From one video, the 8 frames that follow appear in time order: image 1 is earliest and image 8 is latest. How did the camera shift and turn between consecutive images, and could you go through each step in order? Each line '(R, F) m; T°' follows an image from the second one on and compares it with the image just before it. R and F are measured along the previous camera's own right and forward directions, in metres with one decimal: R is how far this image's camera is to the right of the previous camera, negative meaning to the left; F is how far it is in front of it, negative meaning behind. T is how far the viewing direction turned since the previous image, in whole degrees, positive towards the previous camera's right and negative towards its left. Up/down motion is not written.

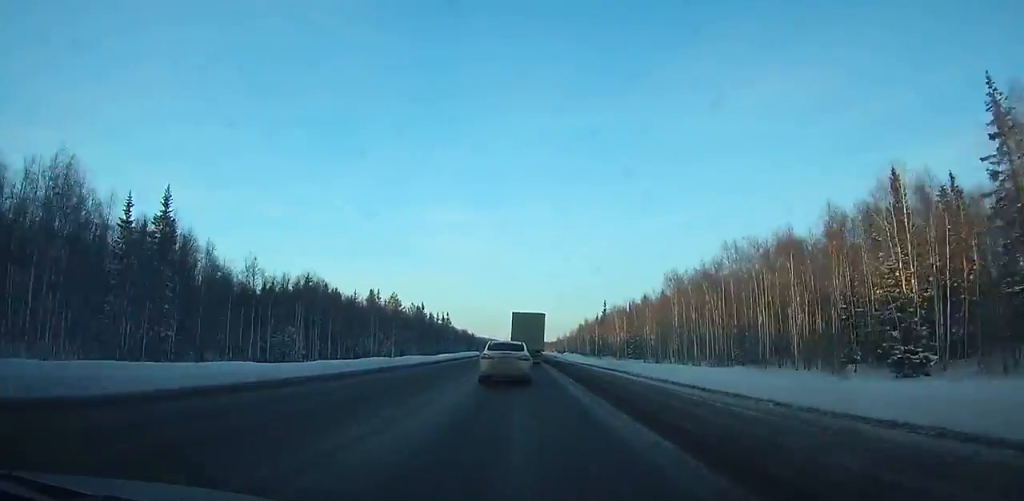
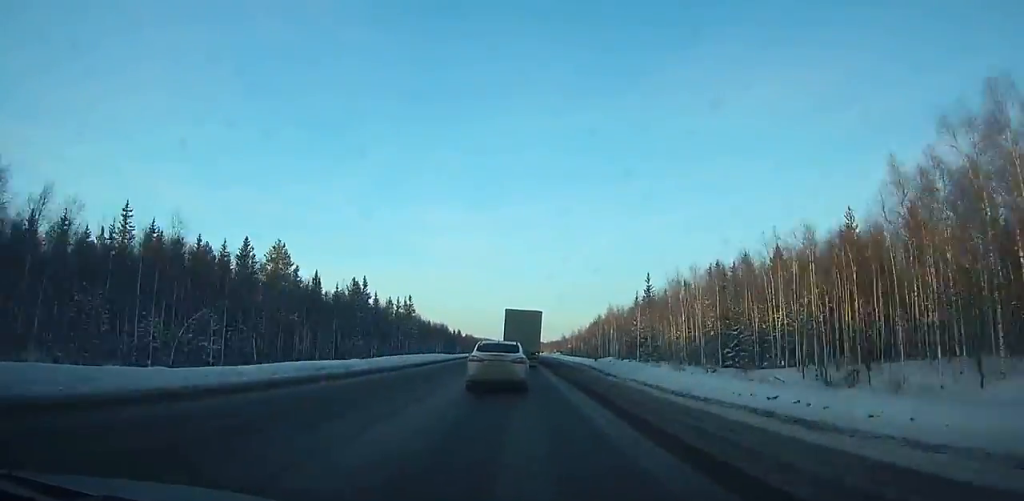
(-0.1, +59.3) m; 0°
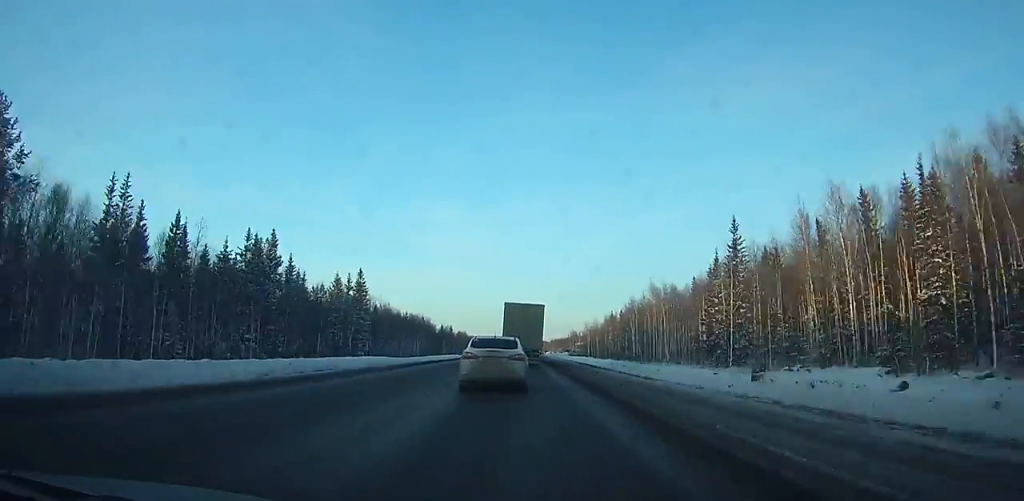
(0.0, +41.6) m; 0°
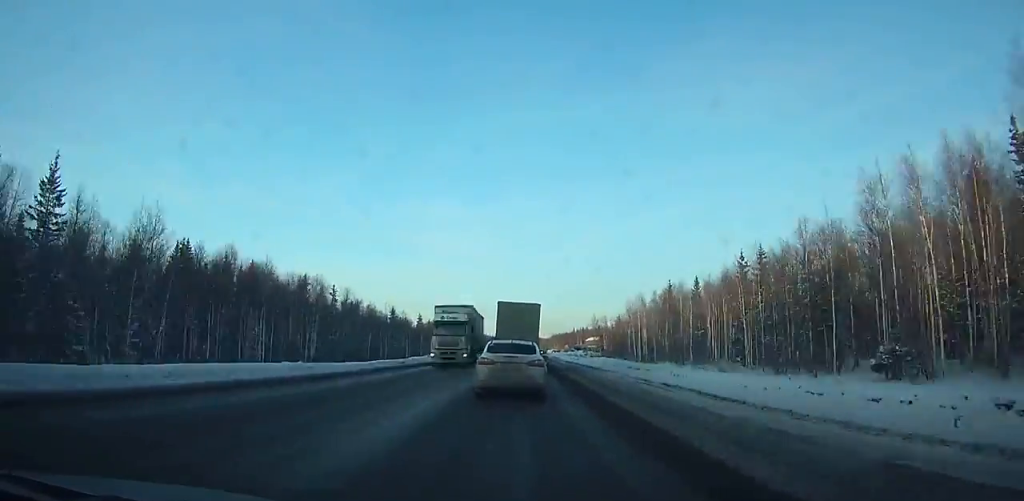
(+0.1, +76.1) m; 0°
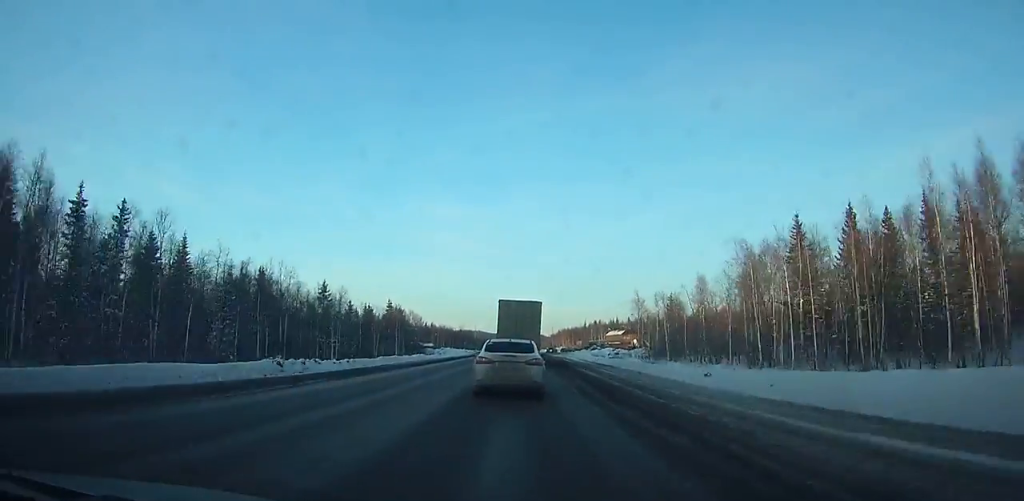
(+0.1, +50.6) m; 0°
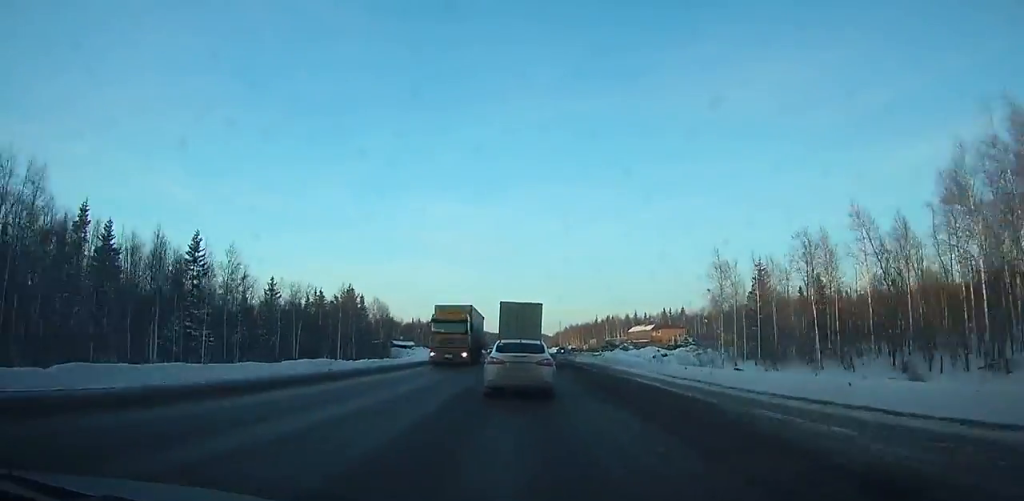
(0.0, +37.8) m; 0°
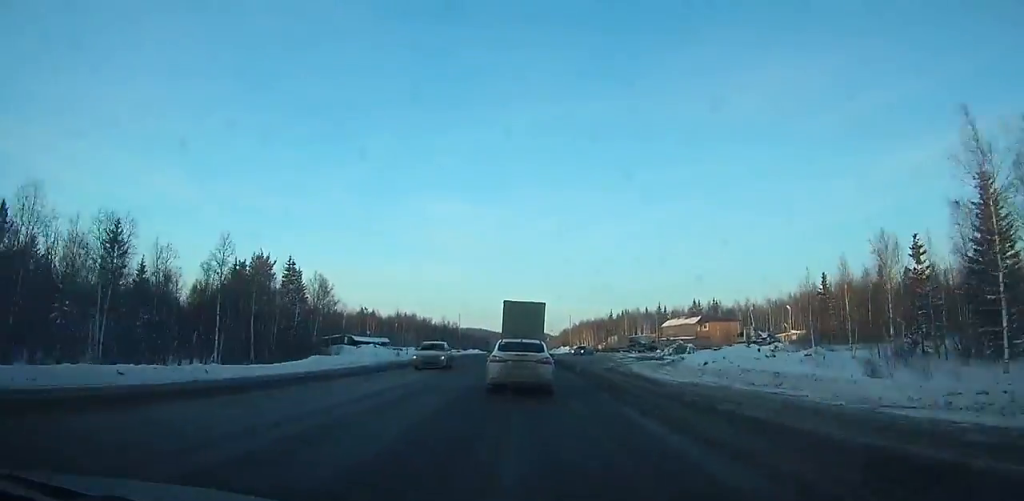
(0.0, +34.3) m; 0°
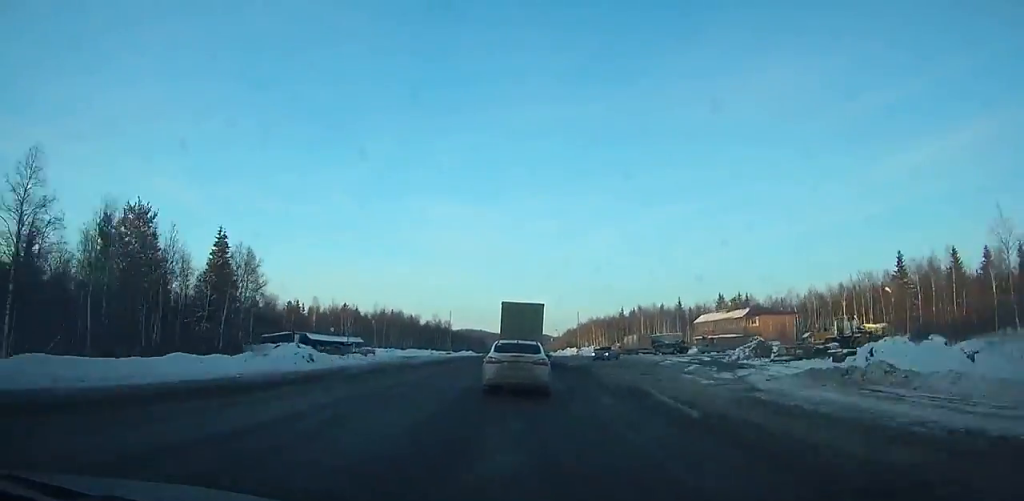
(0.0, +22.3) m; 0°
